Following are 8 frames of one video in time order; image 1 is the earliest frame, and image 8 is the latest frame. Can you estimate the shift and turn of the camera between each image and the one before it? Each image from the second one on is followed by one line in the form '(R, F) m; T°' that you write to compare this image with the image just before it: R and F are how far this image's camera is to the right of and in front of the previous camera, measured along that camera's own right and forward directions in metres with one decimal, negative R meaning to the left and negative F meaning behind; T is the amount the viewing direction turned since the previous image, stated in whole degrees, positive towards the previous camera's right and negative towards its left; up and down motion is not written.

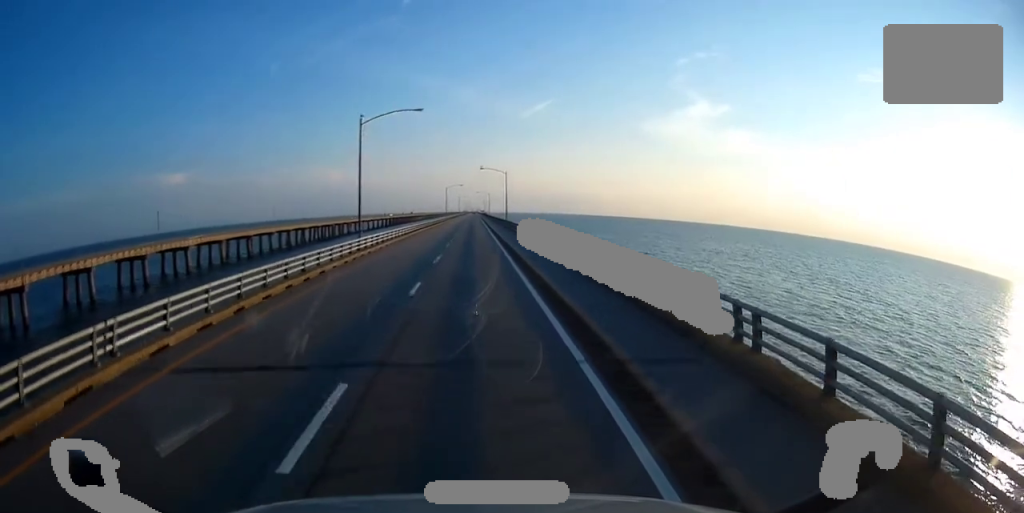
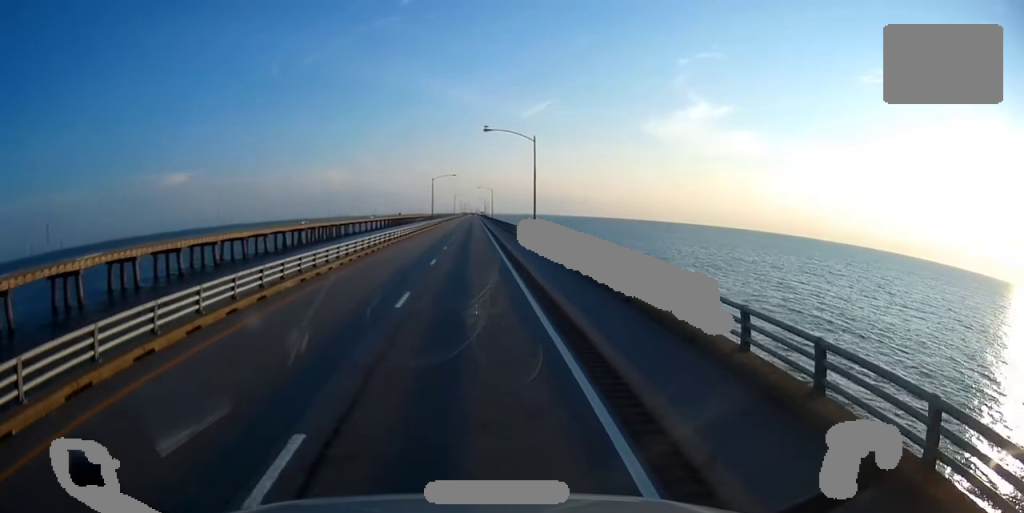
(-0.1, +49.6) m; 0°
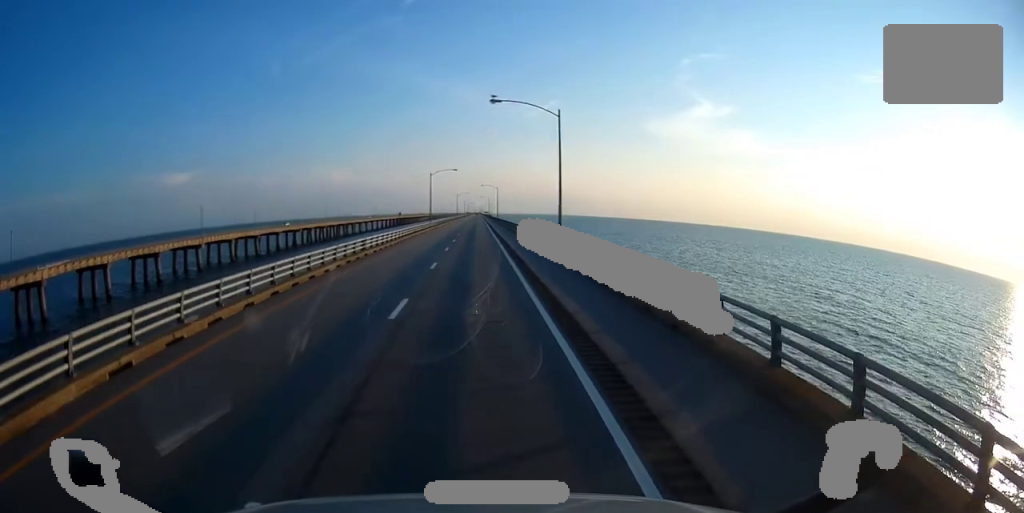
(+0.1, +13.6) m; 0°
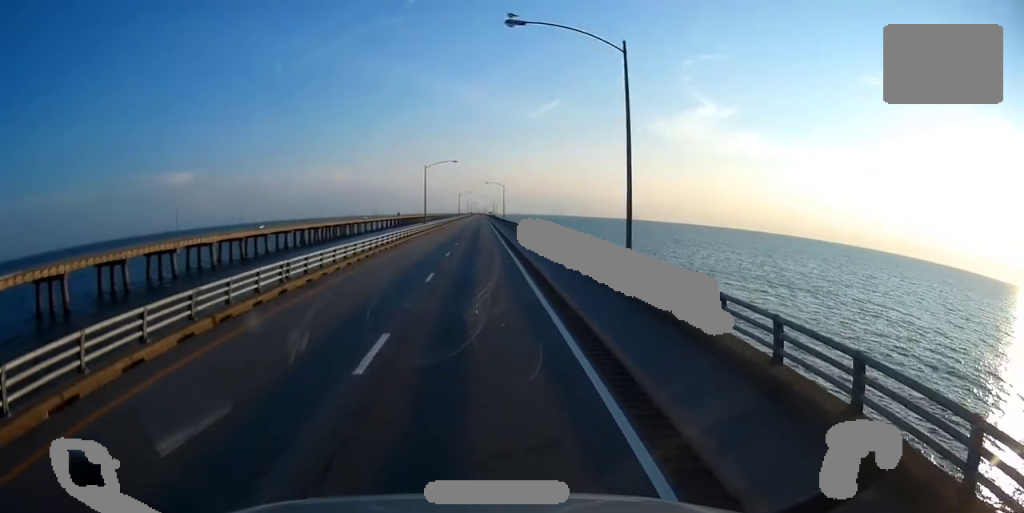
(0.0, +16.9) m; -1°
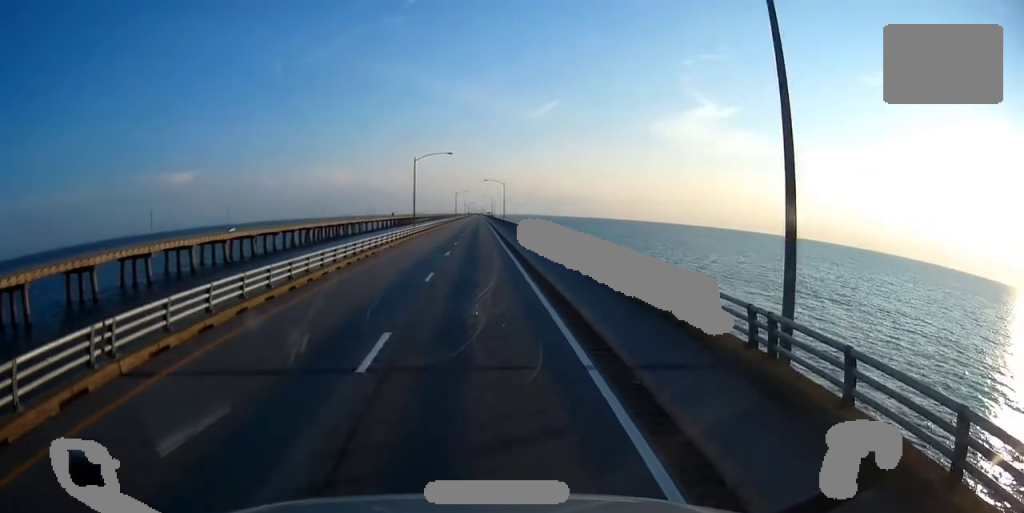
(-0.1, +11.6) m; 0°
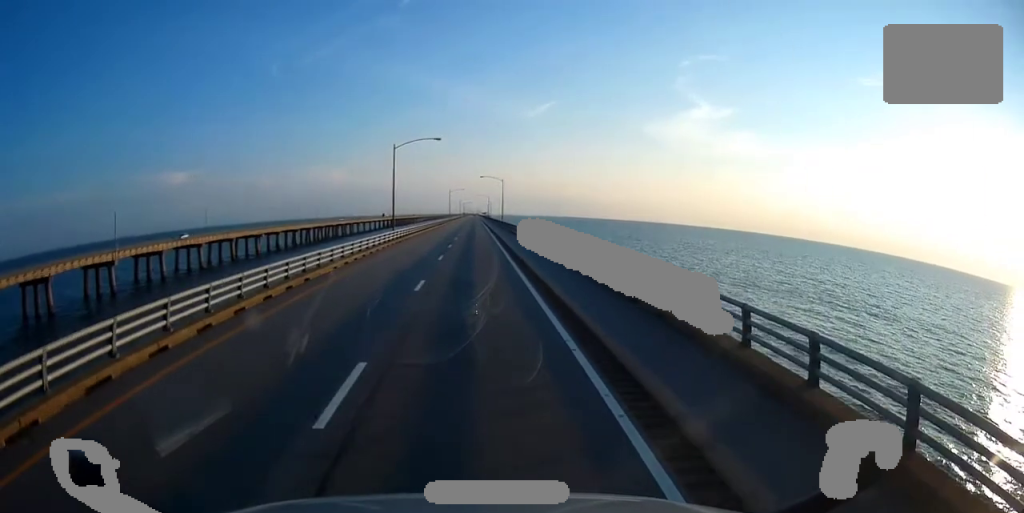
(-0.2, +14.7) m; +1°
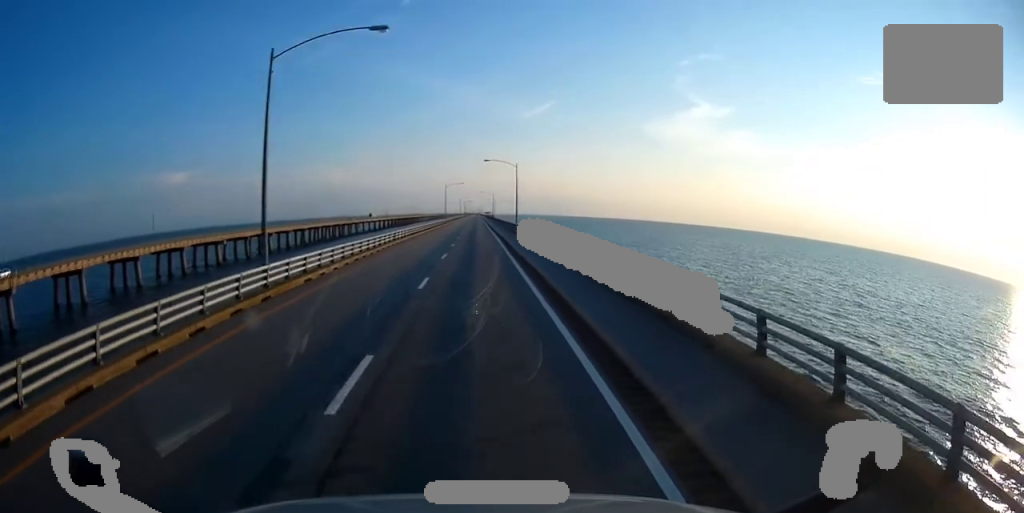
(+0.6, +35.5) m; 0°
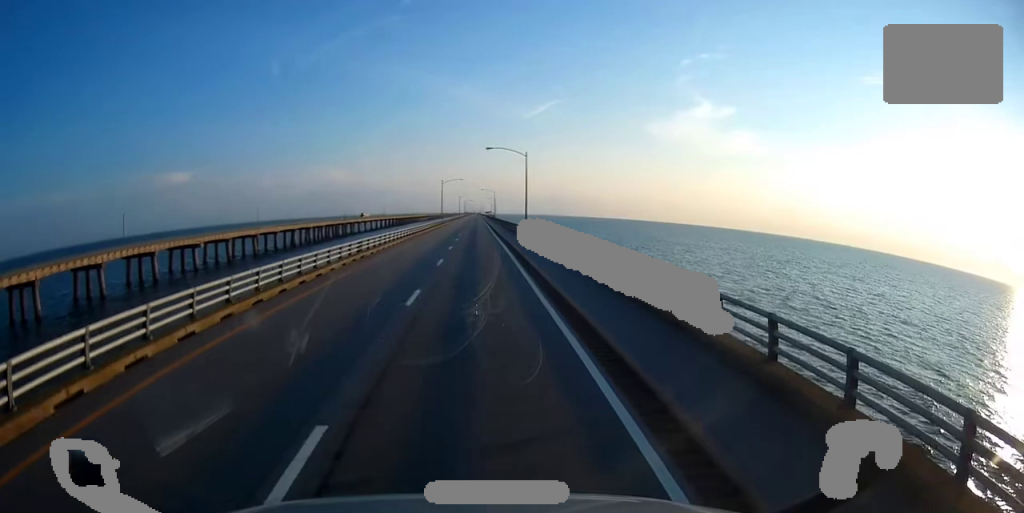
(-0.3, +15.4) m; 0°
